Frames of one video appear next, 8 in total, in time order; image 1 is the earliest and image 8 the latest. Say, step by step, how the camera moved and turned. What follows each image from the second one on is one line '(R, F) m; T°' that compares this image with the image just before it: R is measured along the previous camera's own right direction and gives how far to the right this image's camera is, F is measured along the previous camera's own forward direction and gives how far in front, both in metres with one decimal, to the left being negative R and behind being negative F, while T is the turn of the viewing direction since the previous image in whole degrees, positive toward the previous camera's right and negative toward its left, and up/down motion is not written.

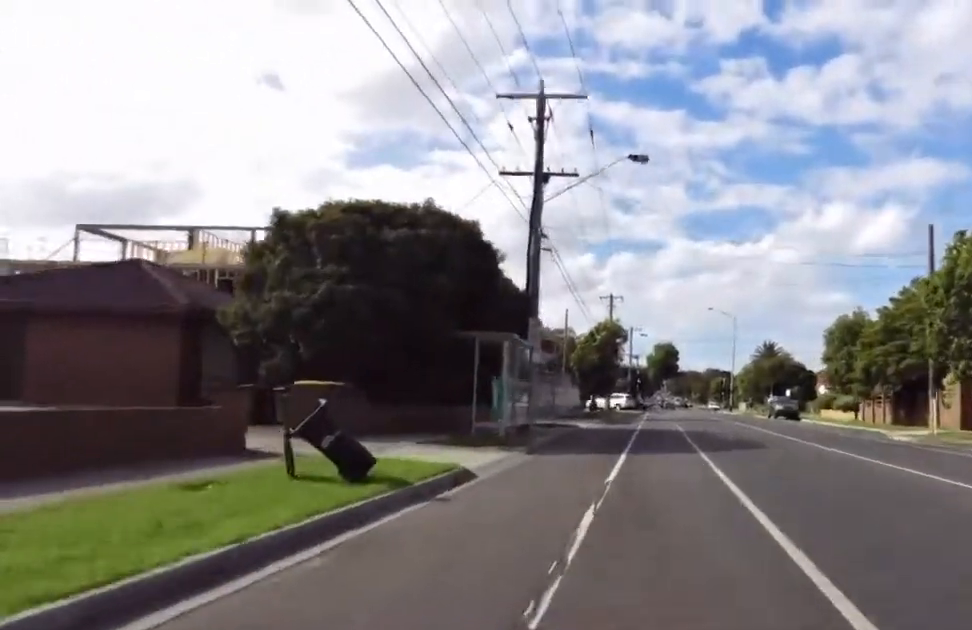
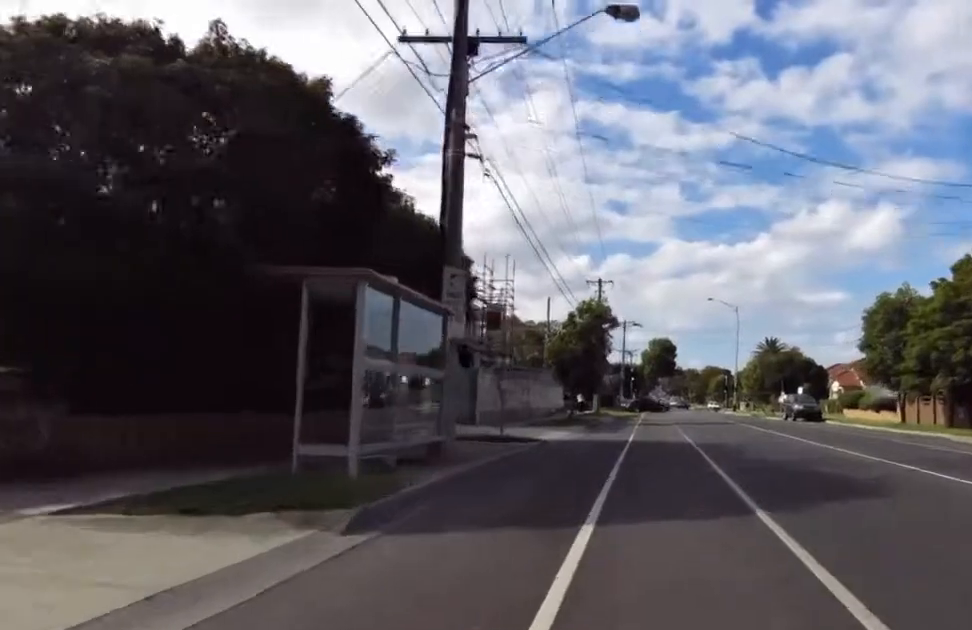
(+0.8, +8.5) m; 0°
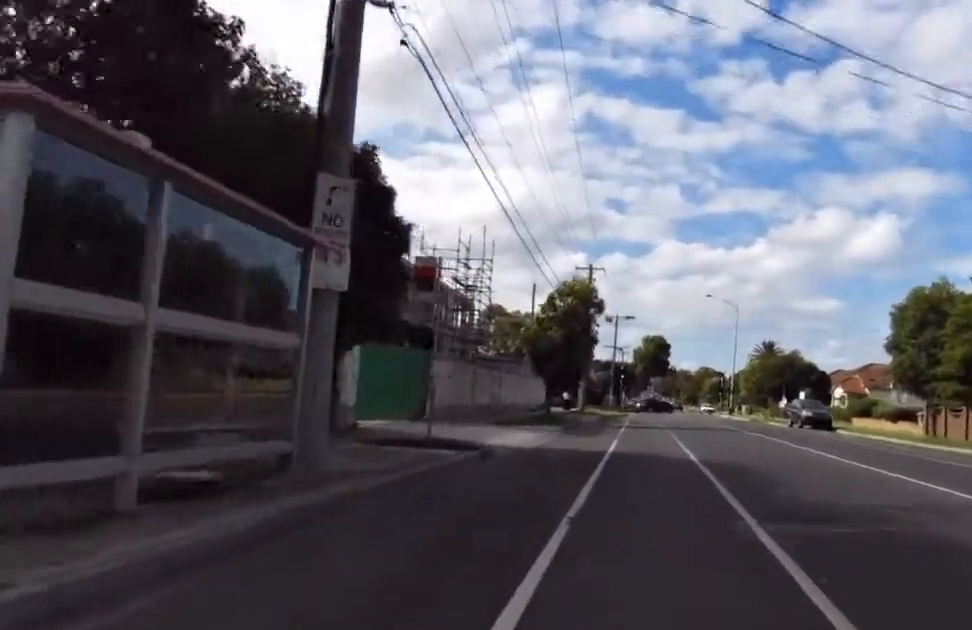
(-0.4, +4.9) m; -1°
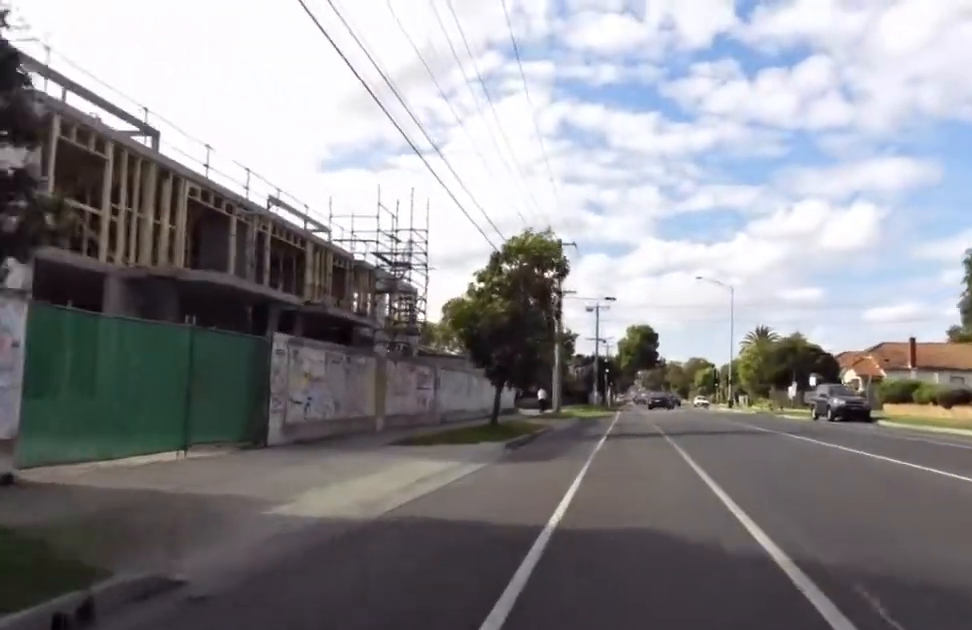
(-0.1, +8.7) m; 0°
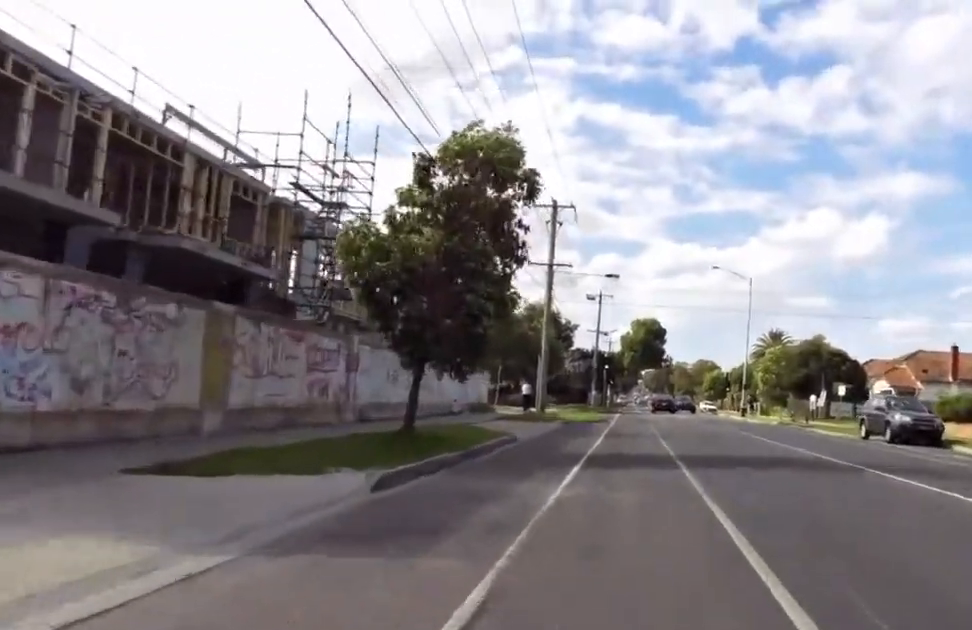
(+0.1, +7.5) m; -3°
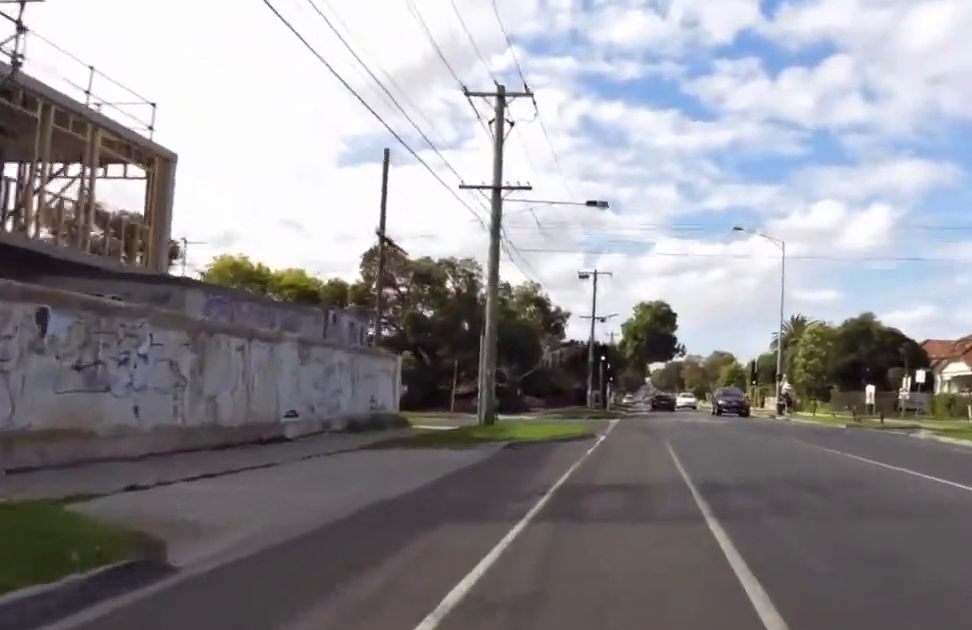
(-0.8, +13.3) m; +3°
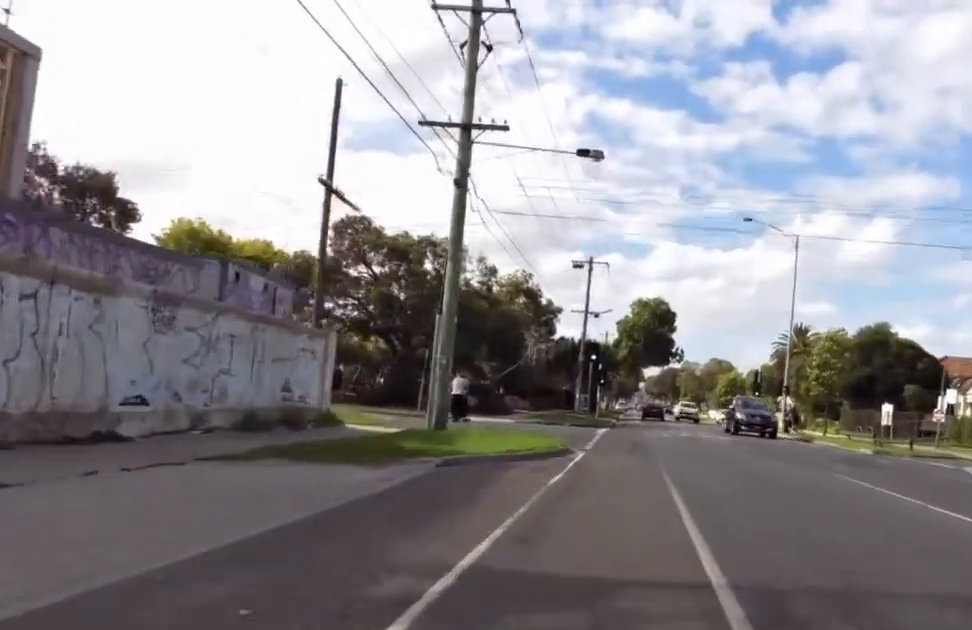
(+0.7, +4.4) m; 0°
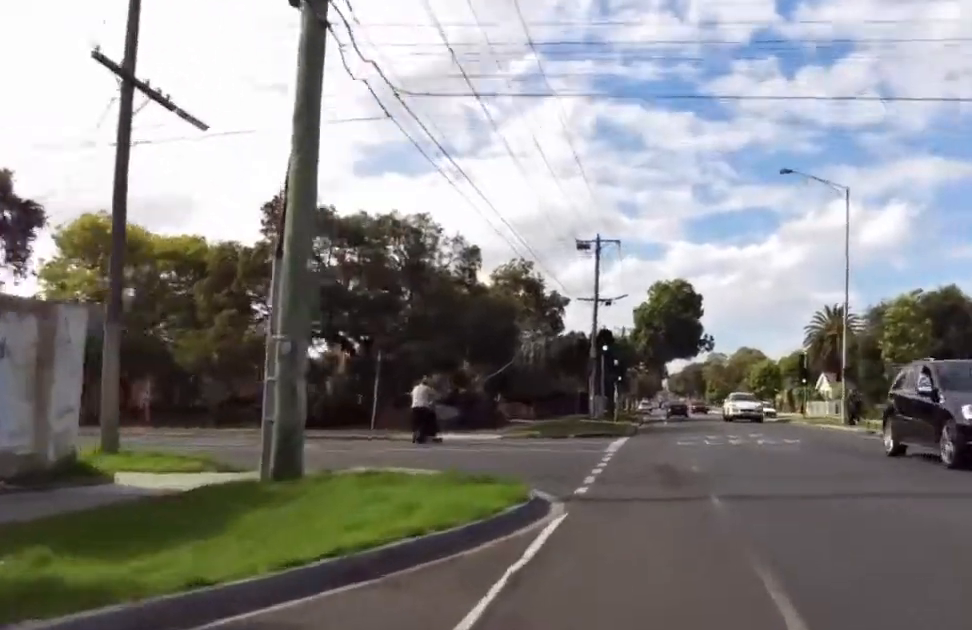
(-0.3, +8.6) m; -1°
